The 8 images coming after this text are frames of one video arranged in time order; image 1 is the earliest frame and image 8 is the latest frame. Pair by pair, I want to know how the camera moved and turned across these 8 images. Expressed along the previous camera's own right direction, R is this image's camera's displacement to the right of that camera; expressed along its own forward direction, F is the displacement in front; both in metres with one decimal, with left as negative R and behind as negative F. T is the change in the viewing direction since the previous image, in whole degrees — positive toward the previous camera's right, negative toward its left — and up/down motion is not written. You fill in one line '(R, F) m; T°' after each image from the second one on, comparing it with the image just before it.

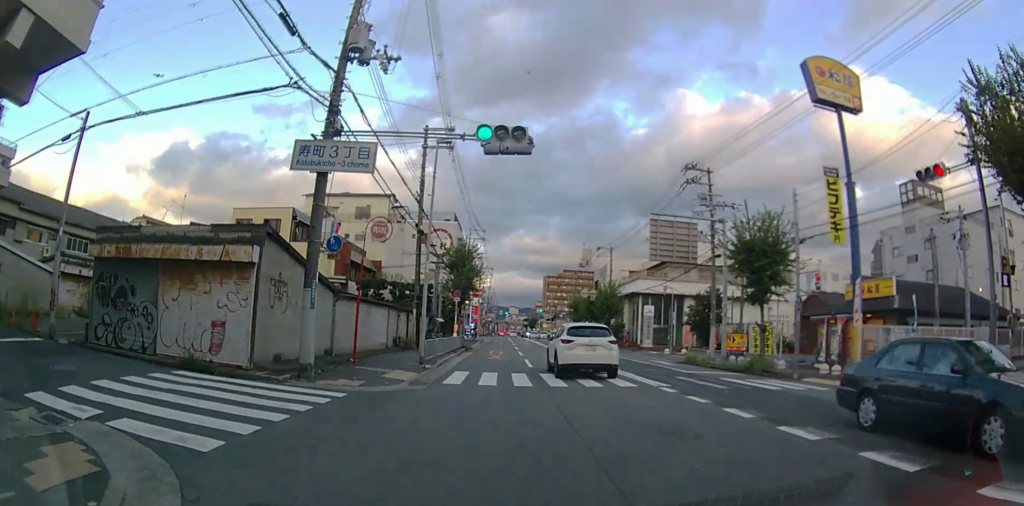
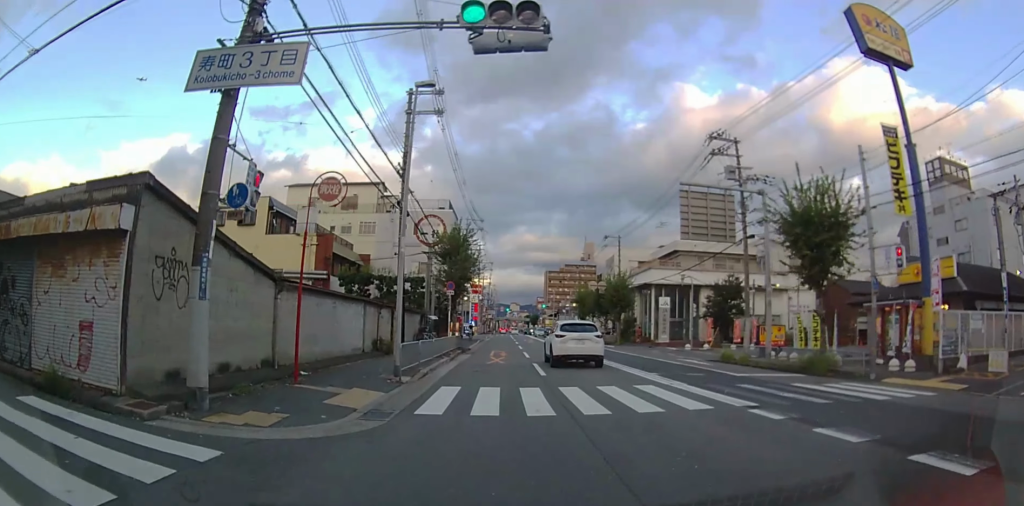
(-0.3, +4.9) m; -2°
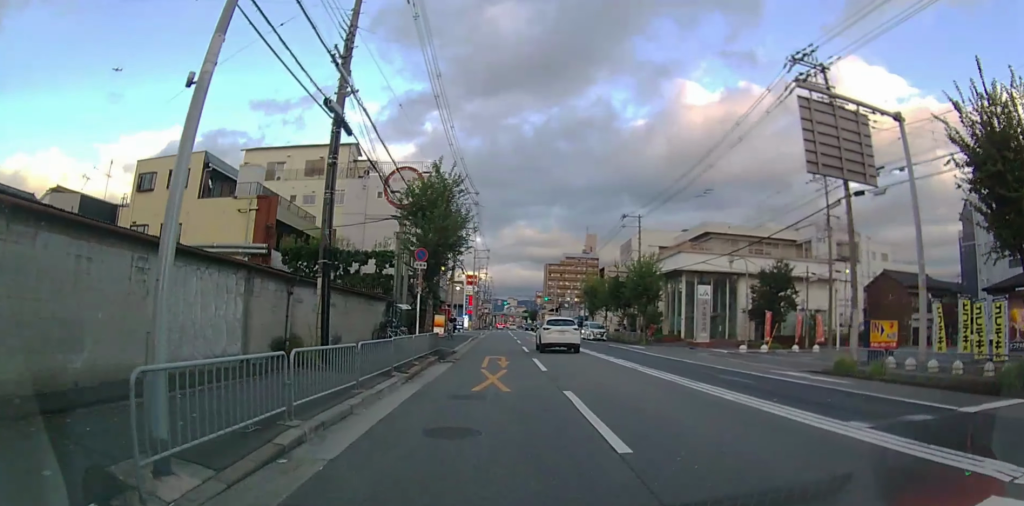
(+0.4, +10.1) m; +3°
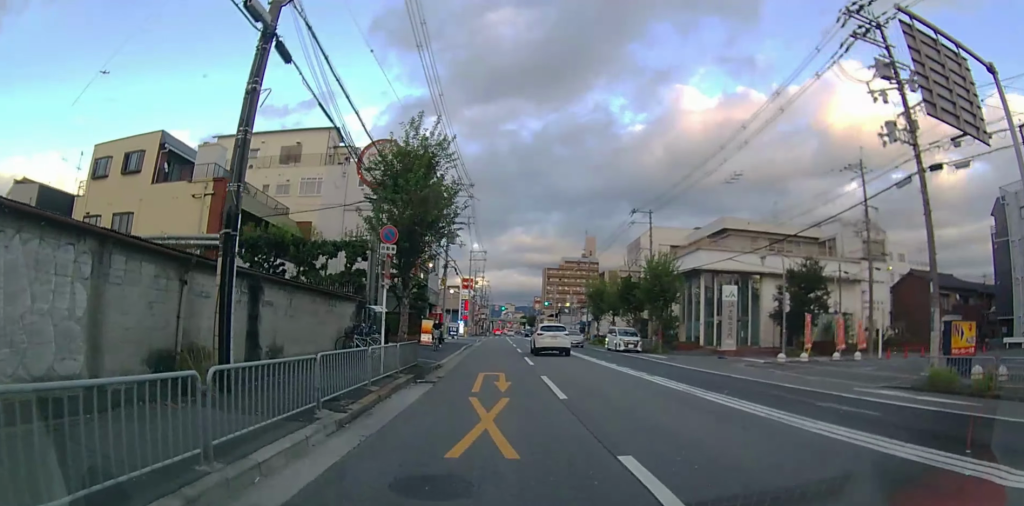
(0.0, +4.8) m; 0°
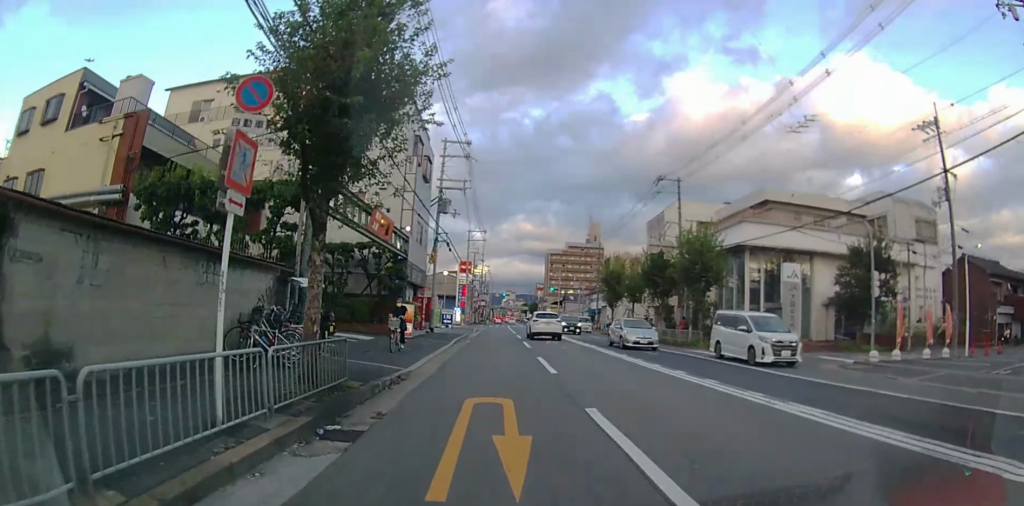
(0.0, +8.0) m; 0°
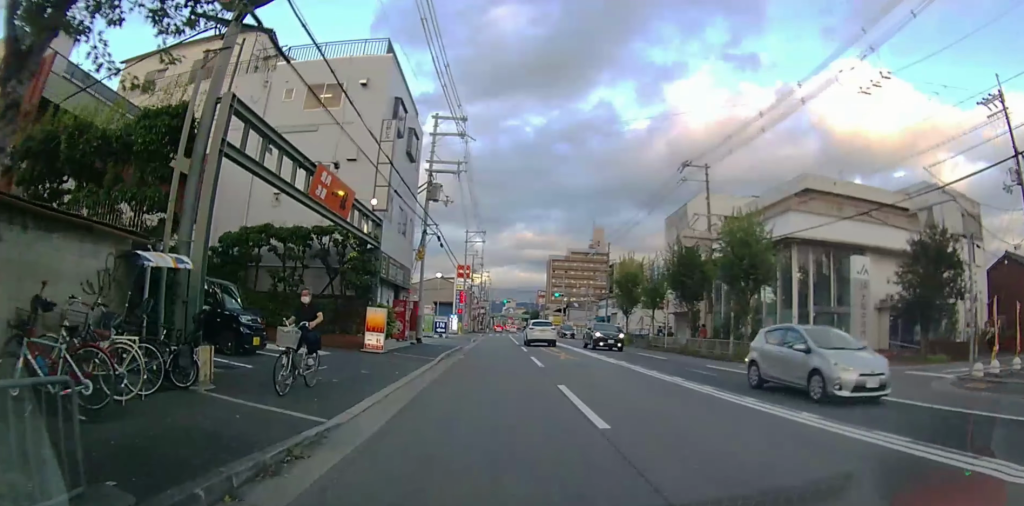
(0.0, +6.2) m; -1°
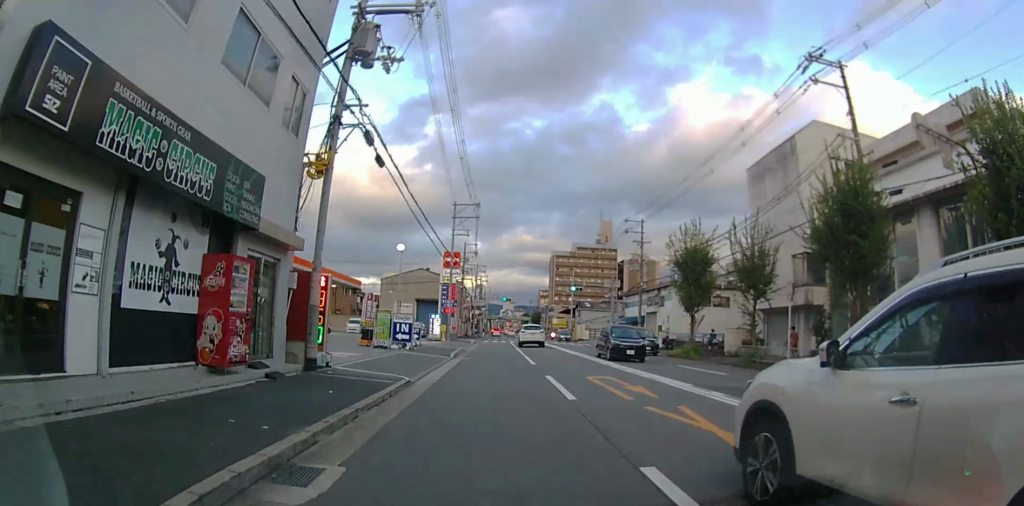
(-0.2, +17.0) m; -1°
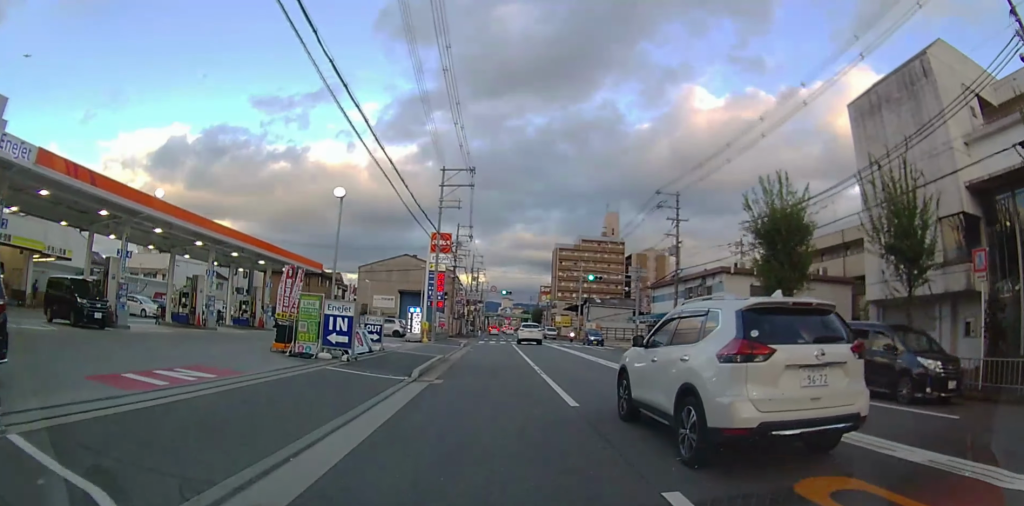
(-0.1, +10.7) m; -1°
